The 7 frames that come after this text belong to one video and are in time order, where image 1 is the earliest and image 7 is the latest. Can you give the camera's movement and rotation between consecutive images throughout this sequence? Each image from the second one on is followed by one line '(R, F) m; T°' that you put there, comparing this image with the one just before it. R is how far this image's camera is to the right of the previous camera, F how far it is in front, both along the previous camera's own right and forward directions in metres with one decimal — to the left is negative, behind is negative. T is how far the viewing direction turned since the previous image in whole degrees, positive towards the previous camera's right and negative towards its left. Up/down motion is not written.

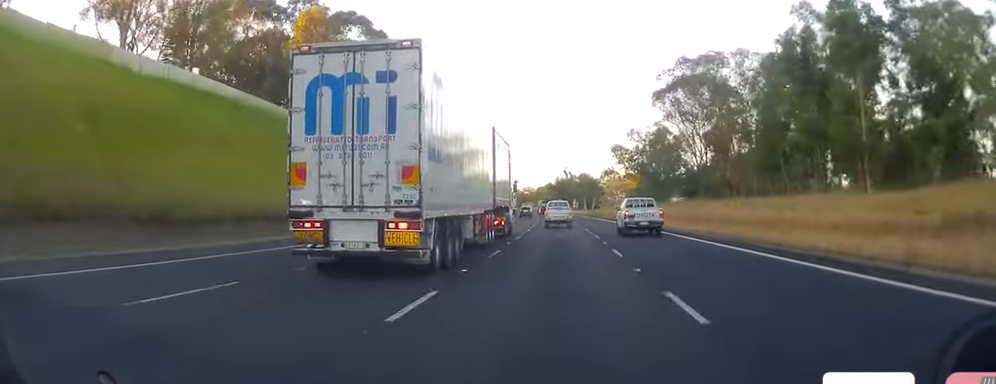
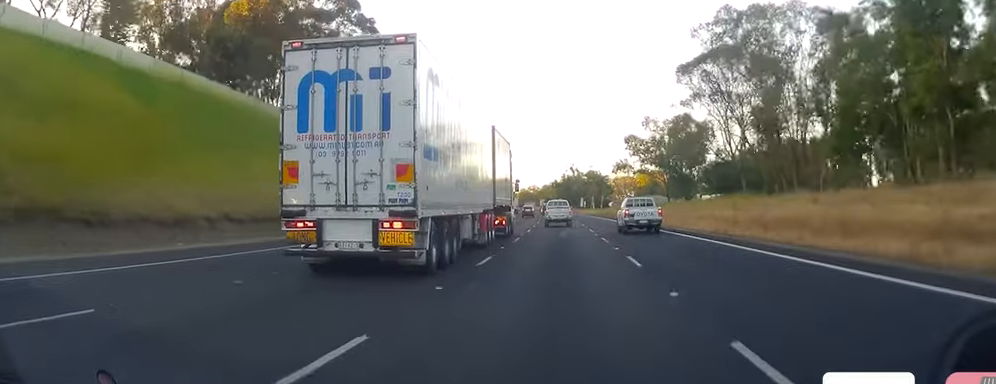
(-0.1, +16.4) m; 0°
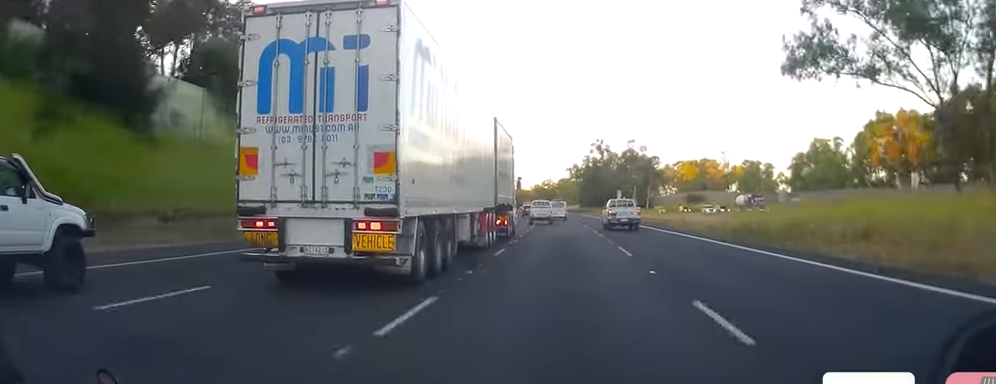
(-0.7, +81.2) m; -1°
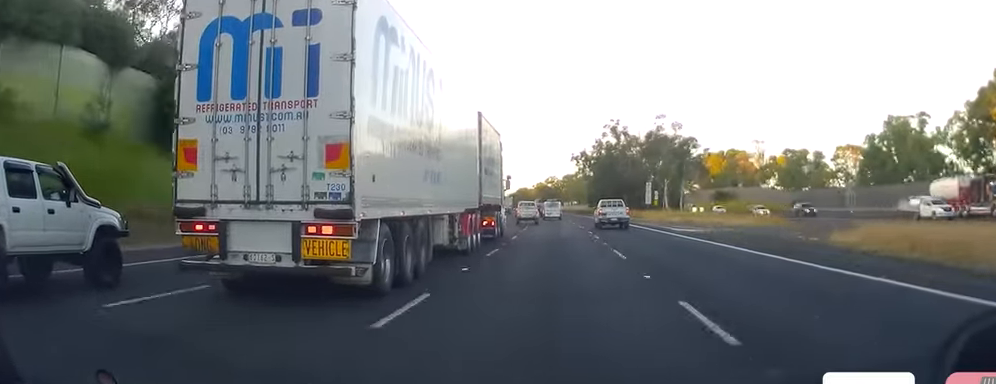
(-0.3, +36.0) m; -1°
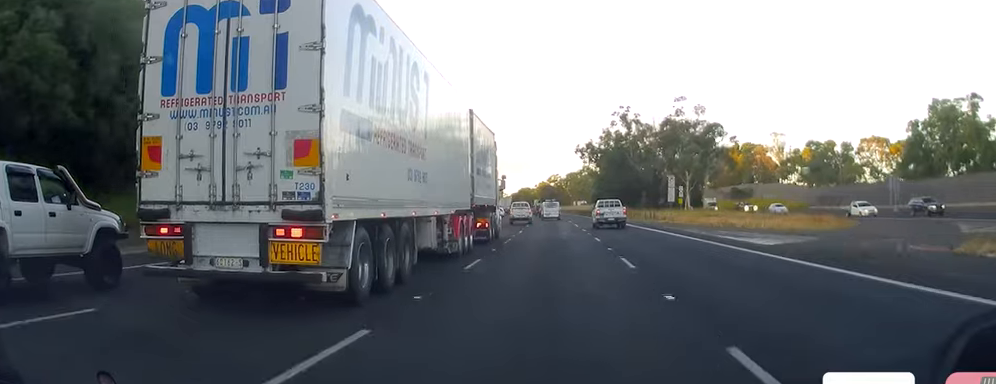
(+0.2, +15.2) m; -1°
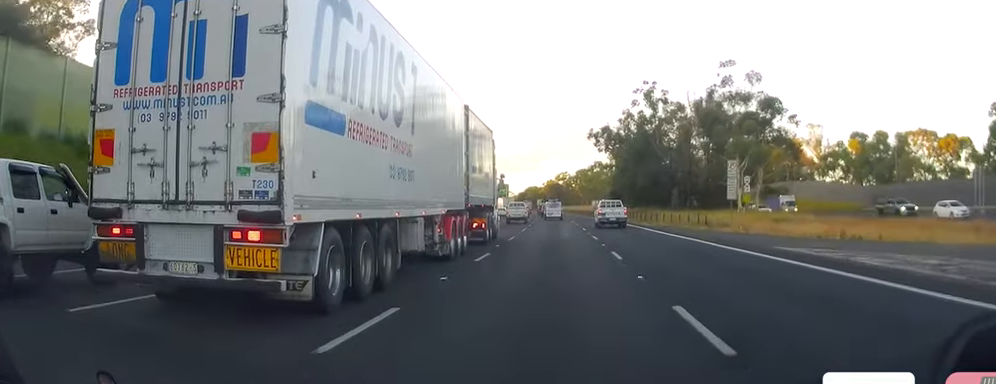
(-0.6, +21.4) m; 0°
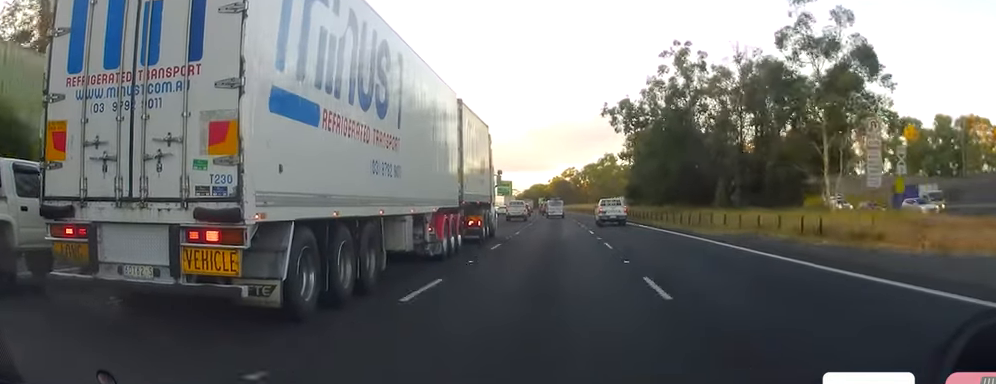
(+0.1, +20.5) m; 0°
